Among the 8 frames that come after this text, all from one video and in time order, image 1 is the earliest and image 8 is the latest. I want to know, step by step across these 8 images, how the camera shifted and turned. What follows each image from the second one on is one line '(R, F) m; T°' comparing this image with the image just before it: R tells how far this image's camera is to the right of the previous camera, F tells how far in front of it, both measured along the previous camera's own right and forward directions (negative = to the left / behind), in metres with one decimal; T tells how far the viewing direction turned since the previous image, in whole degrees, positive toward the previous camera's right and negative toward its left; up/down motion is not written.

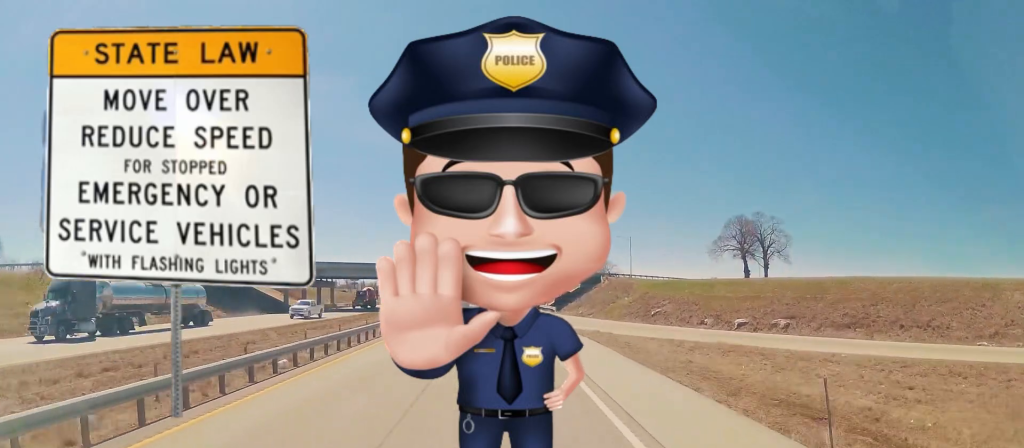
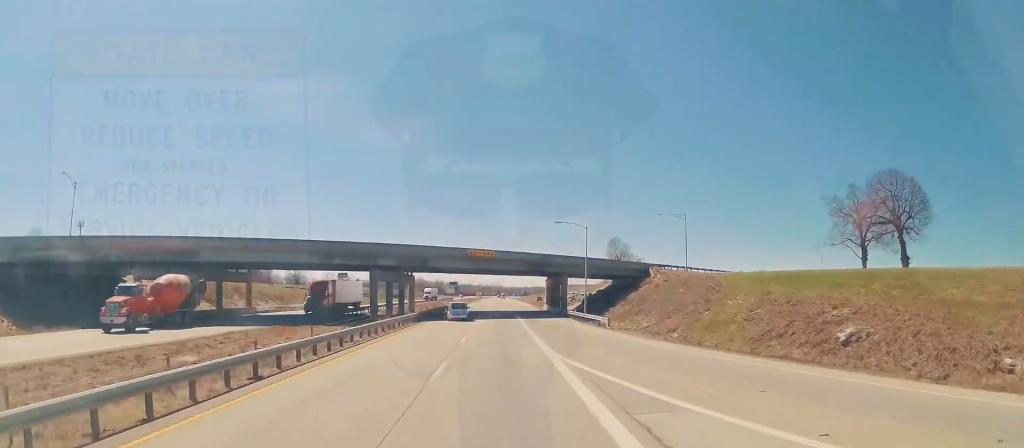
(0.0, +36.1) m; 0°
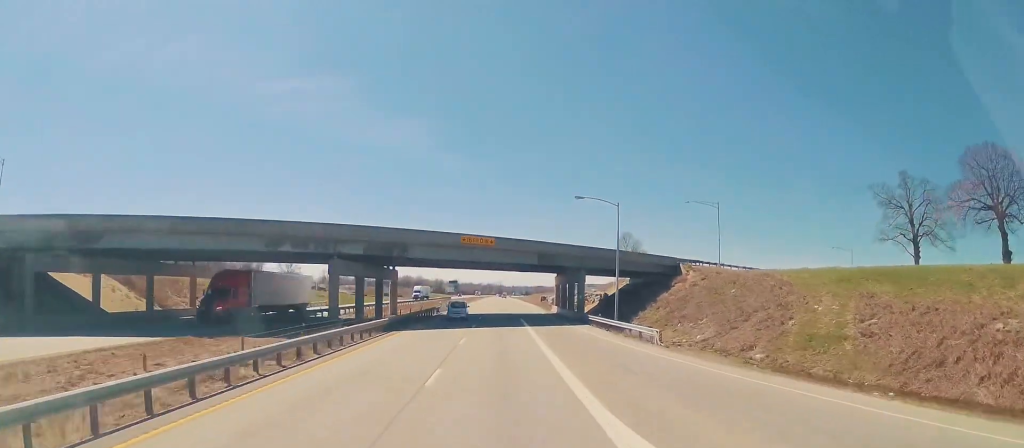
(0.0, +13.3) m; 0°
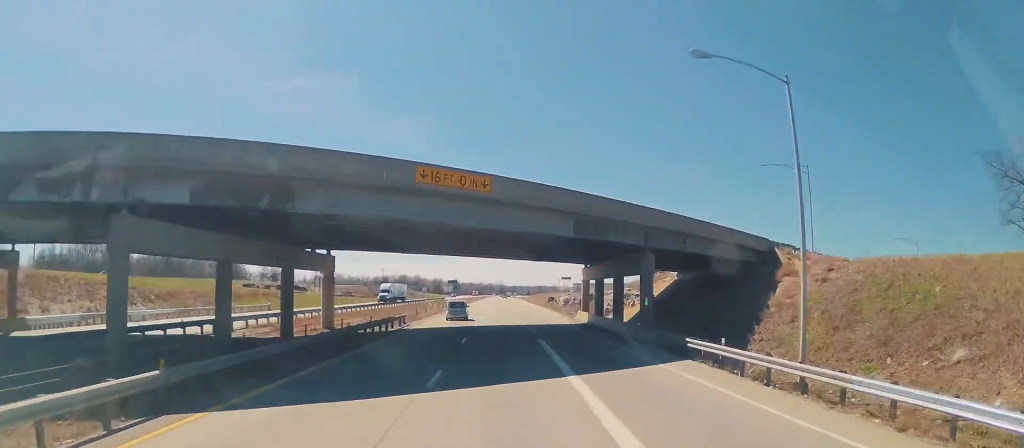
(-0.1, +24.0) m; 0°
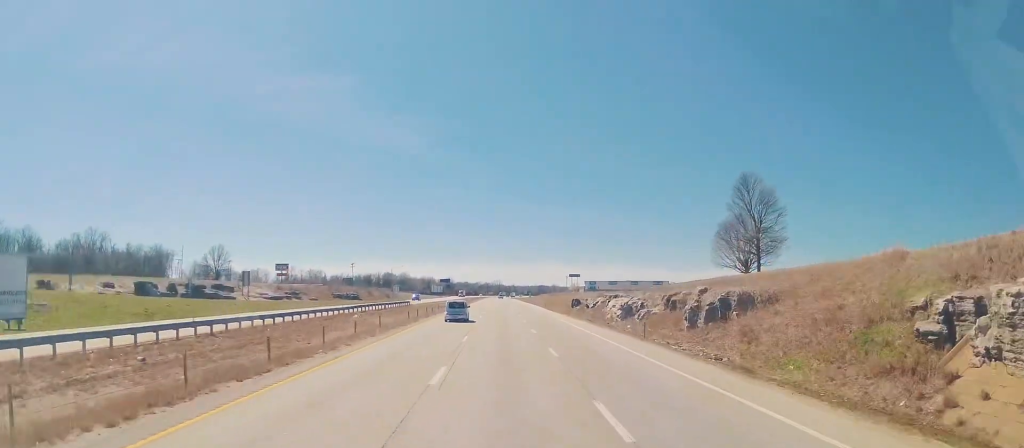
(+0.5, +59.7) m; 0°
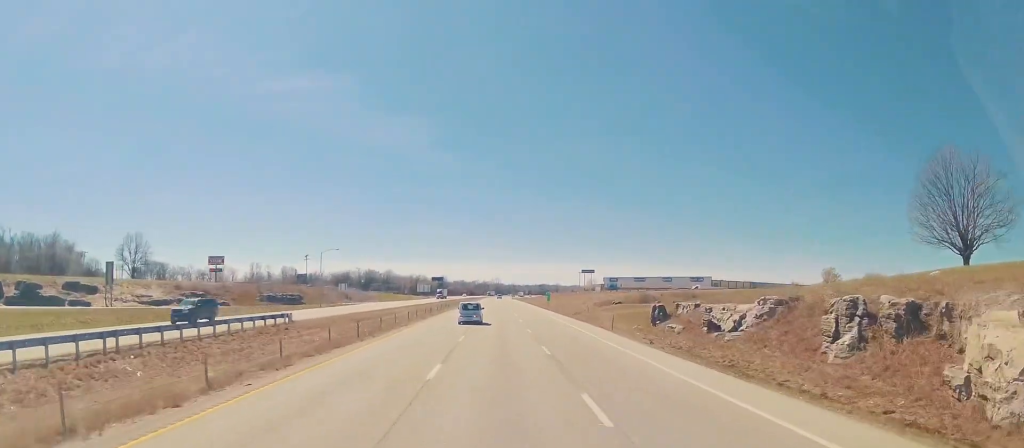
(-0.5, +58.9) m; -1°
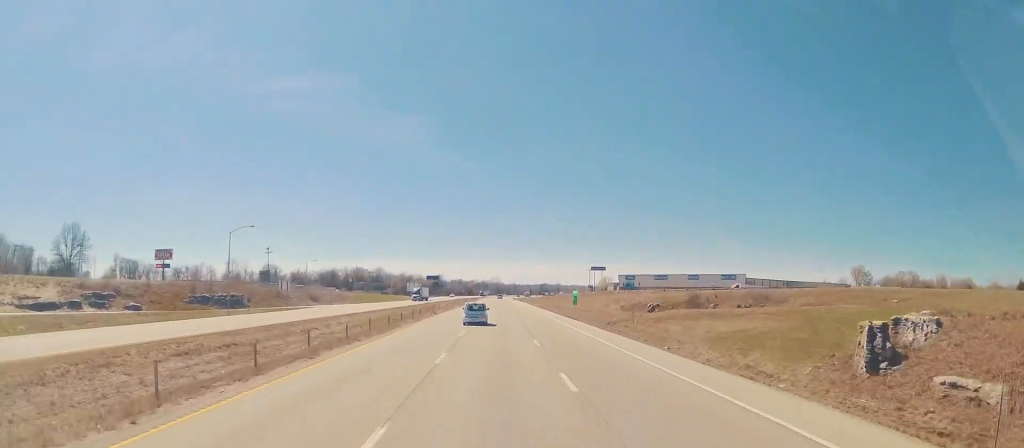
(-0.2, +32.5) m; 0°
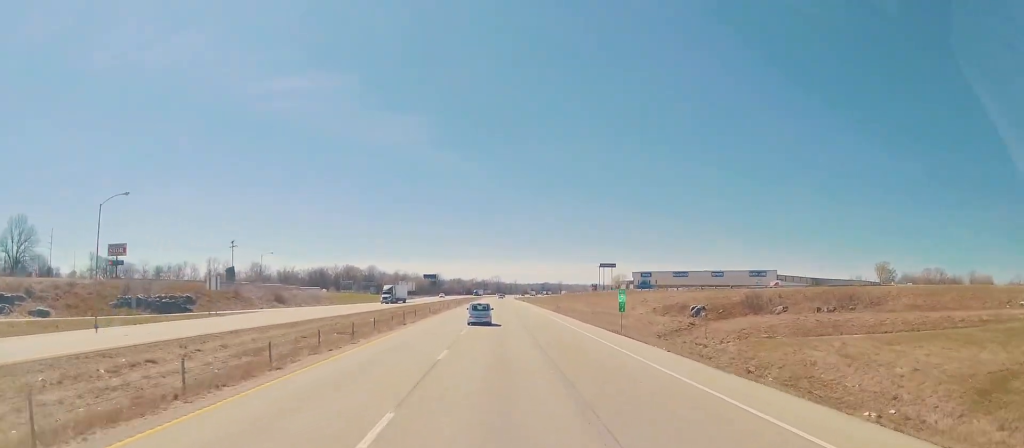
(0.0, +23.3) m; 0°
